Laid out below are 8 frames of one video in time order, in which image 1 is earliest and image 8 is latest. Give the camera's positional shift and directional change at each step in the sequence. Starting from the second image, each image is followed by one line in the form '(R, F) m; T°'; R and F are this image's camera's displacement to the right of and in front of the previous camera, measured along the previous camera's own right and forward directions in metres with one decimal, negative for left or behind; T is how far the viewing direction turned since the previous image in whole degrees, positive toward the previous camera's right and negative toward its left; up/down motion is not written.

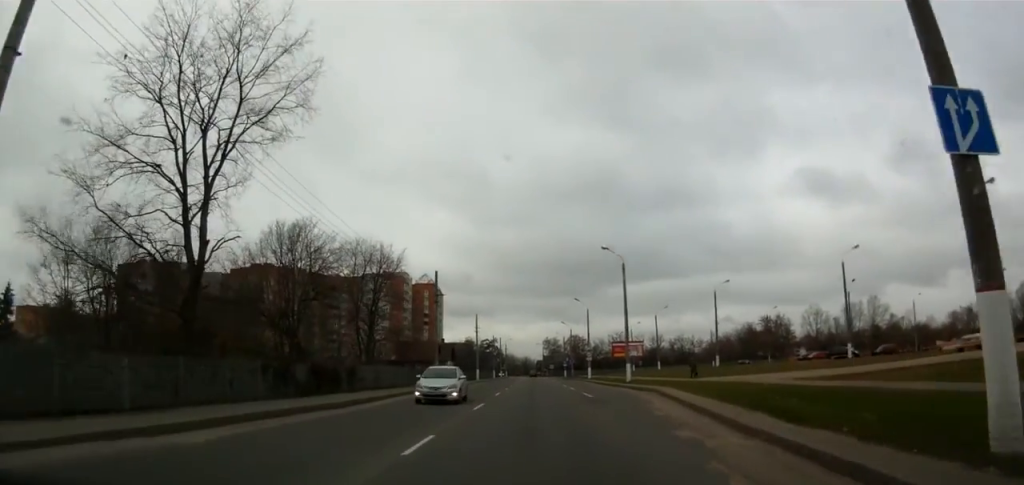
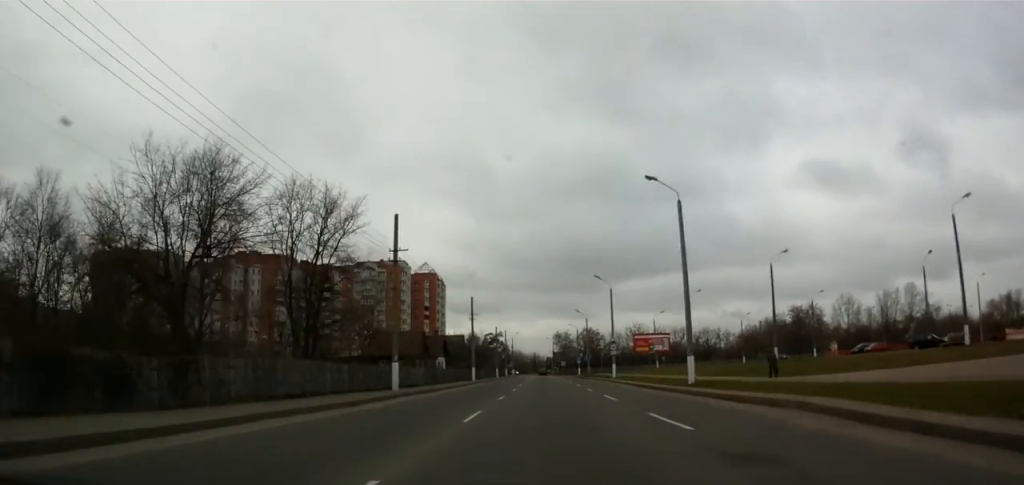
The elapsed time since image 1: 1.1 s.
(-0.1, +17.0) m; 0°
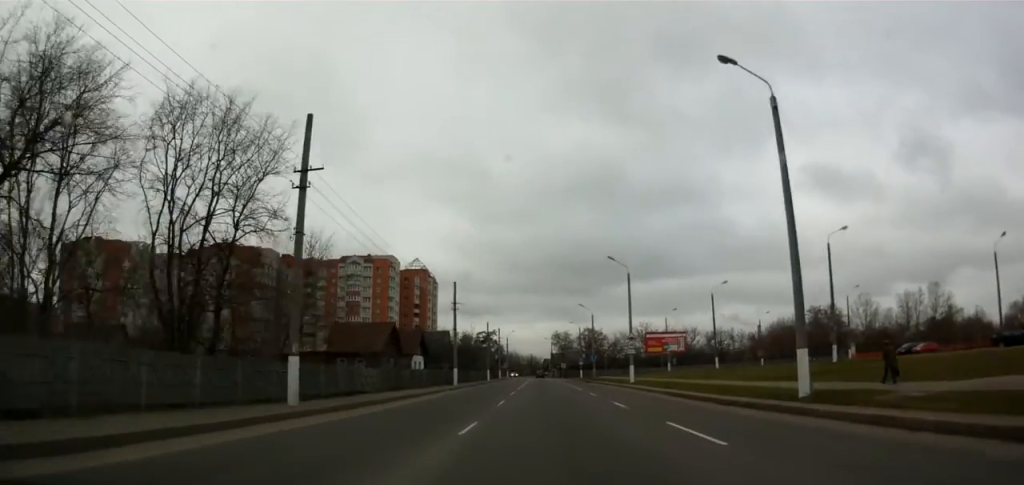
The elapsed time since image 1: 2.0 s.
(+0.1, +13.9) m; 0°
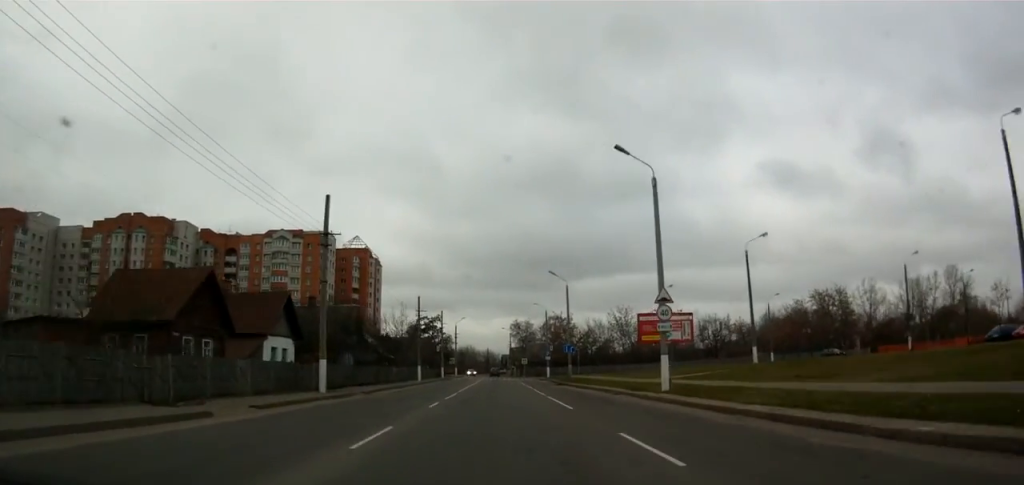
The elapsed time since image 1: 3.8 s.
(+0.3, +26.1) m; +2°
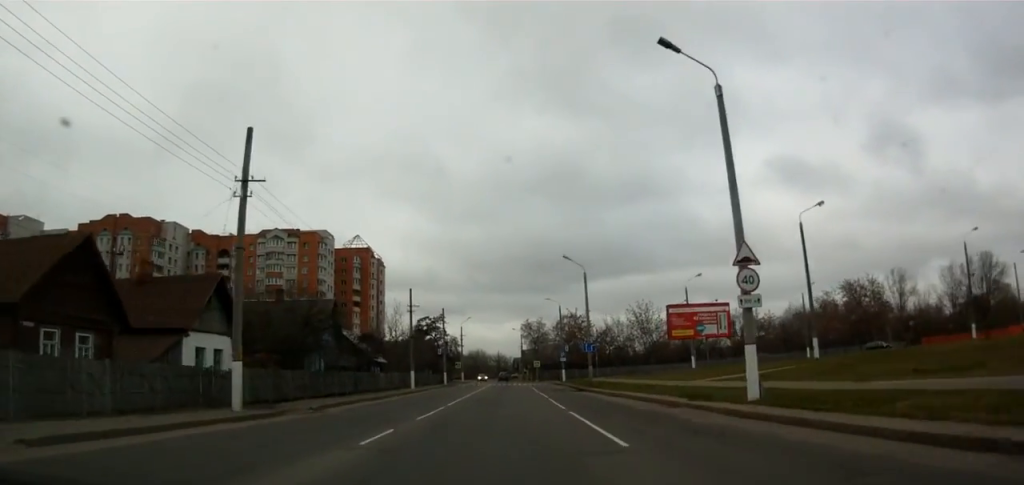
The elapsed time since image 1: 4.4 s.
(0.0, +9.8) m; -1°
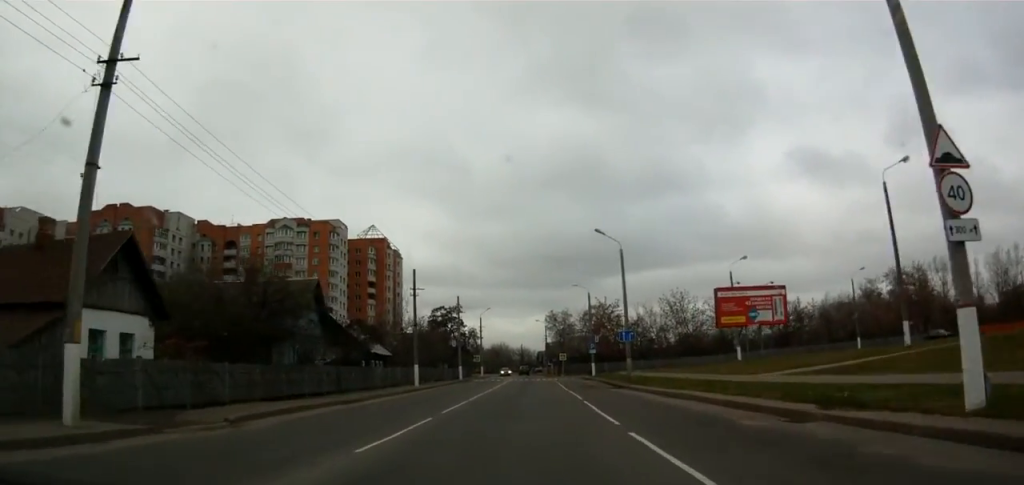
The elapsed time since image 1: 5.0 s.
(-0.1, +8.5) m; -1°
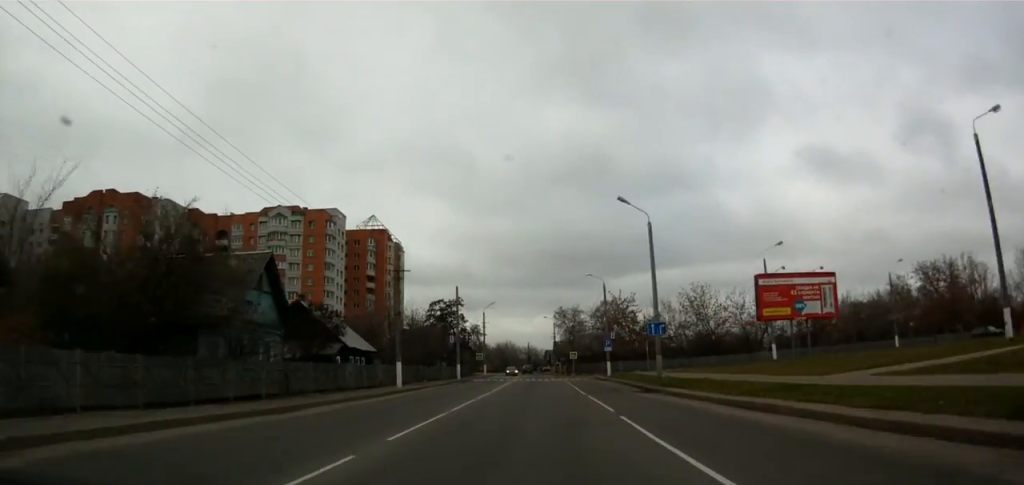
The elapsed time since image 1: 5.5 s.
(-0.3, +7.9) m; 0°
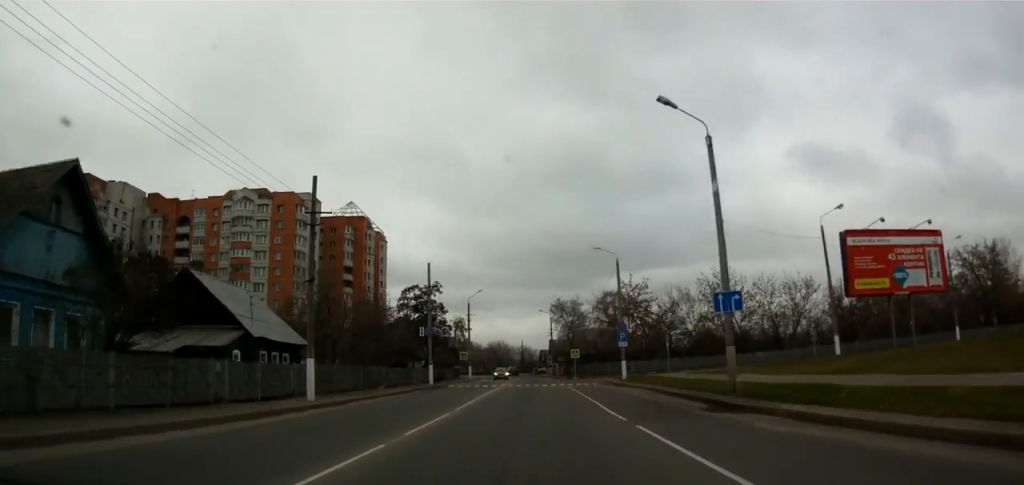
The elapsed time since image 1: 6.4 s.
(+0.3, +14.4) m; 0°
